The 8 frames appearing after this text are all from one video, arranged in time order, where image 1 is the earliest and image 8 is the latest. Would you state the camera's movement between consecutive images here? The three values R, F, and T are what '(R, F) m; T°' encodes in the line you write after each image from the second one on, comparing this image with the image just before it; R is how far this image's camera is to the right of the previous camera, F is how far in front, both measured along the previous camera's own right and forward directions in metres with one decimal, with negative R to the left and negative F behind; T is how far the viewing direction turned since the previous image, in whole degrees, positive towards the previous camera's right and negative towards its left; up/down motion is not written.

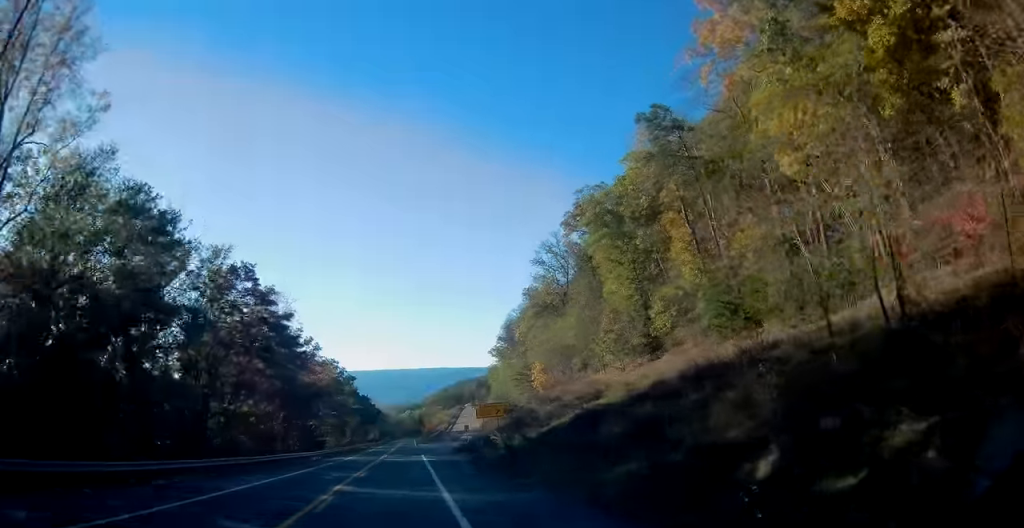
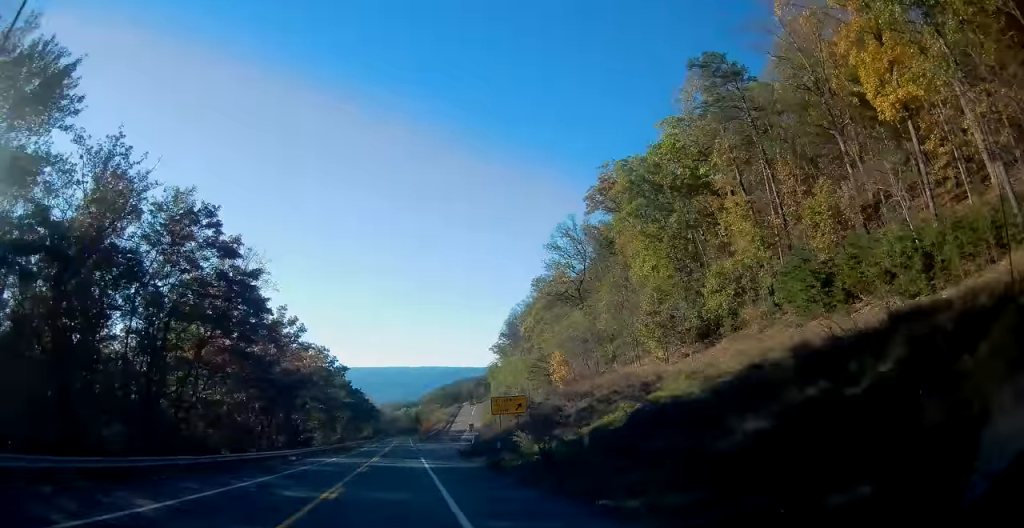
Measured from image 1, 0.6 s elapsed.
(-0.1, +9.9) m; 0°
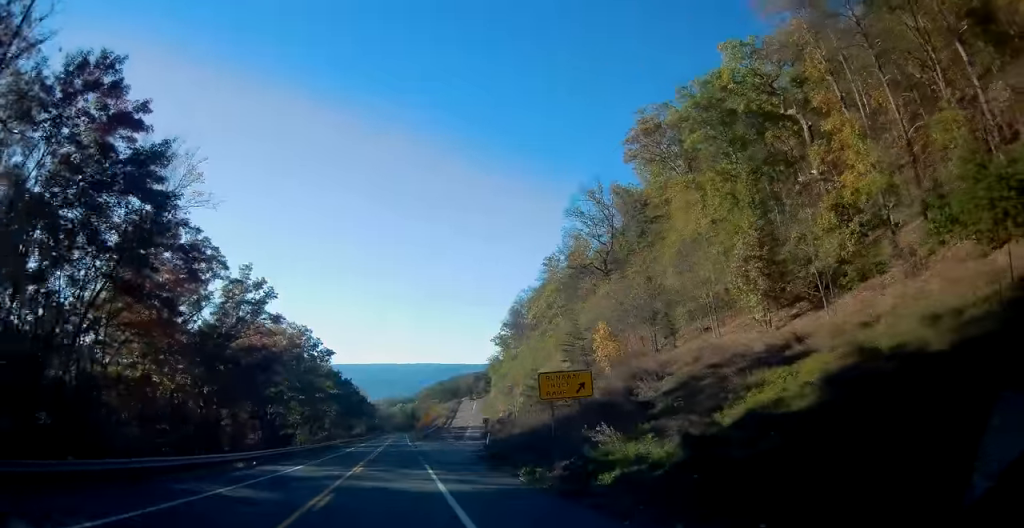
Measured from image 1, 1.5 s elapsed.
(+0.1, +14.3) m; +1°
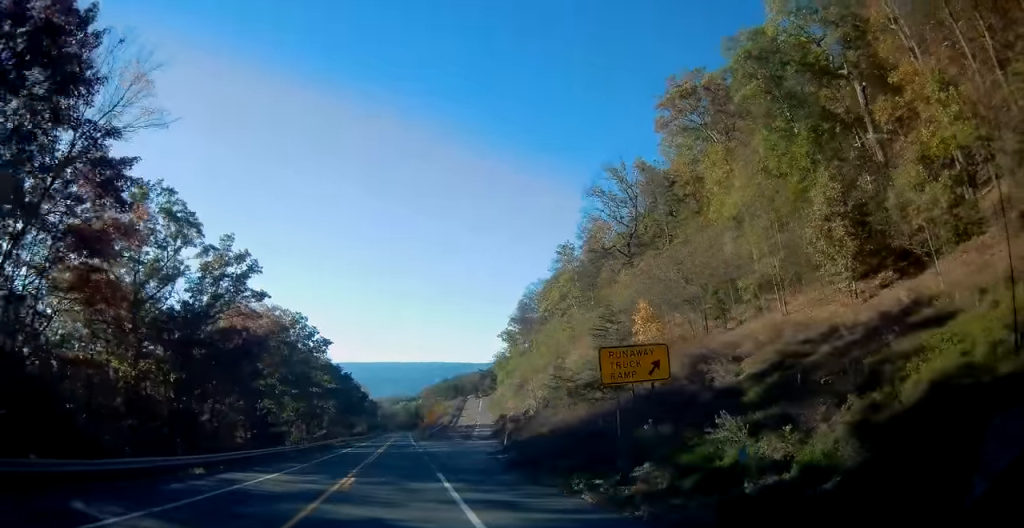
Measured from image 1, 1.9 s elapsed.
(0.0, +7.1) m; +1°
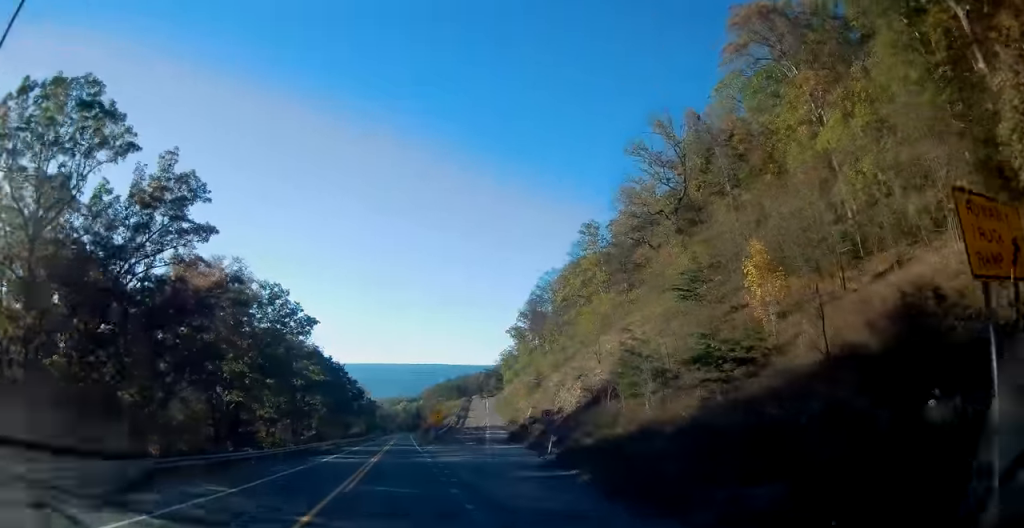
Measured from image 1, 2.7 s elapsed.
(+0.1, +13.2) m; 0°
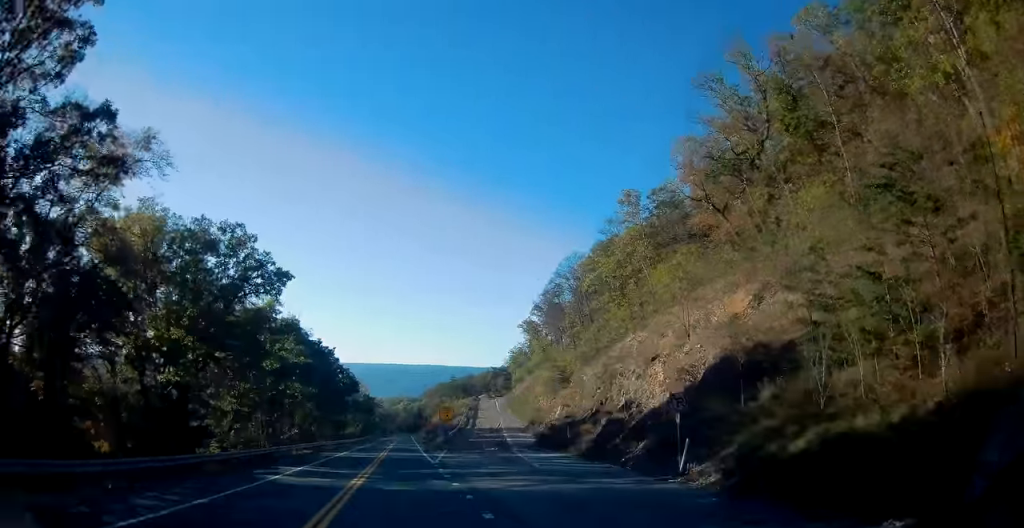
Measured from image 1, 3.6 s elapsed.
(-0.2, +15.6) m; -1°
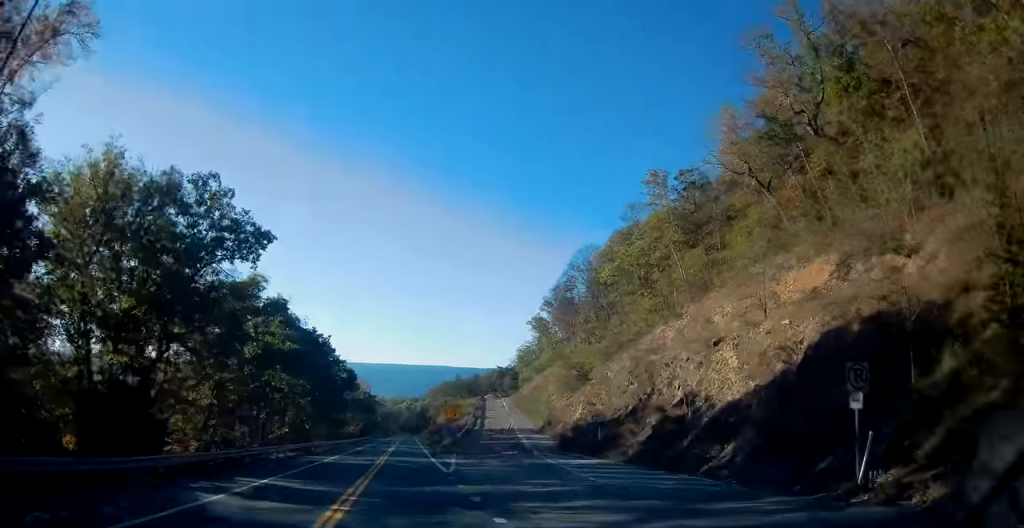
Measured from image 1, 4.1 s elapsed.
(-0.1, +7.9) m; 0°
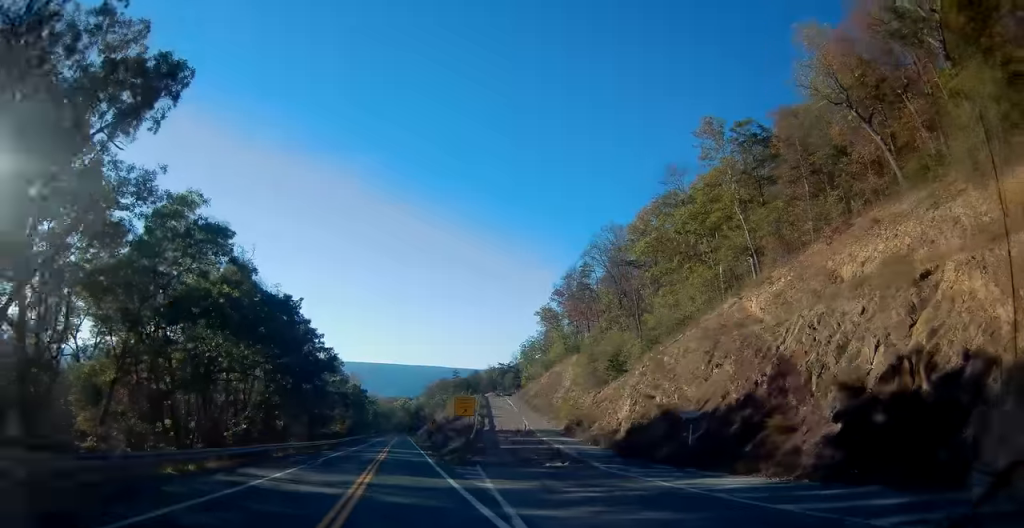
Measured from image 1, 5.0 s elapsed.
(0.0, +15.8) m; +1°
